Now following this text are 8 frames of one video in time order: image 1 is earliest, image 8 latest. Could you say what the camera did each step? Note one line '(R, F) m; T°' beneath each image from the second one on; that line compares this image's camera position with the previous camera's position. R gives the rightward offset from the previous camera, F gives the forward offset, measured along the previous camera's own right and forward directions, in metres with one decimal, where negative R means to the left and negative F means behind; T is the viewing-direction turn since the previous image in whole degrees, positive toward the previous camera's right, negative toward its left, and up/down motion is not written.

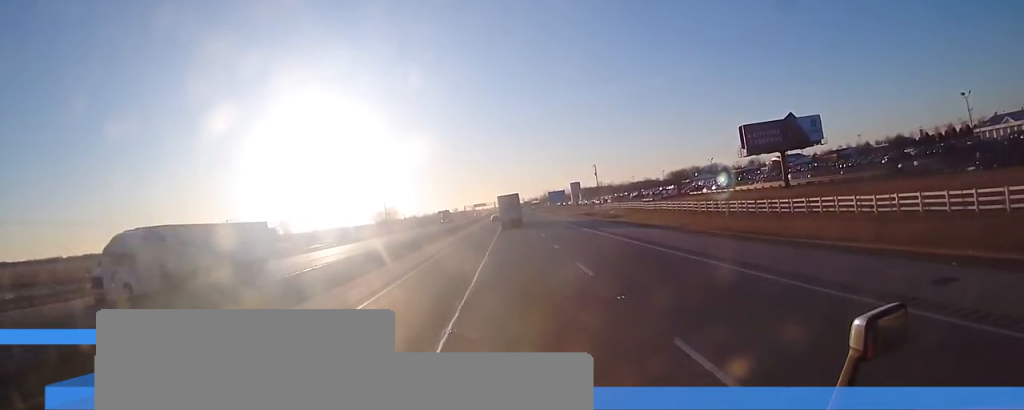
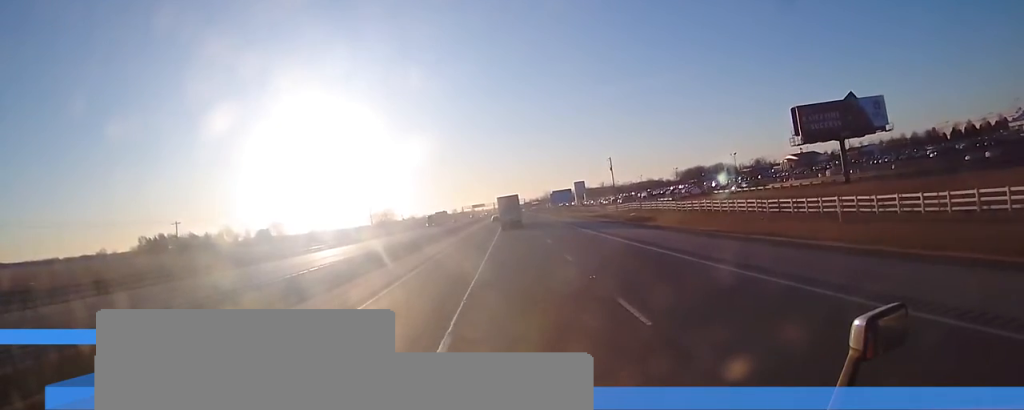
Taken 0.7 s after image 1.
(0.0, +19.6) m; +1°
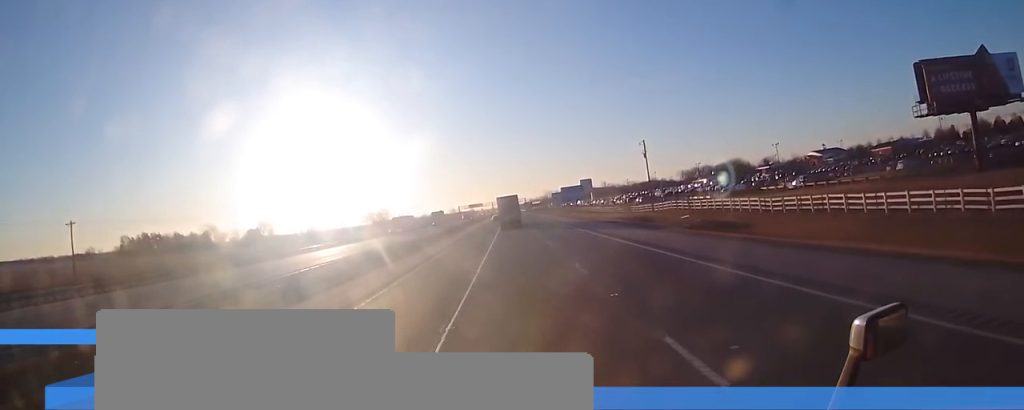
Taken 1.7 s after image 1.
(+0.3, +28.0) m; 0°
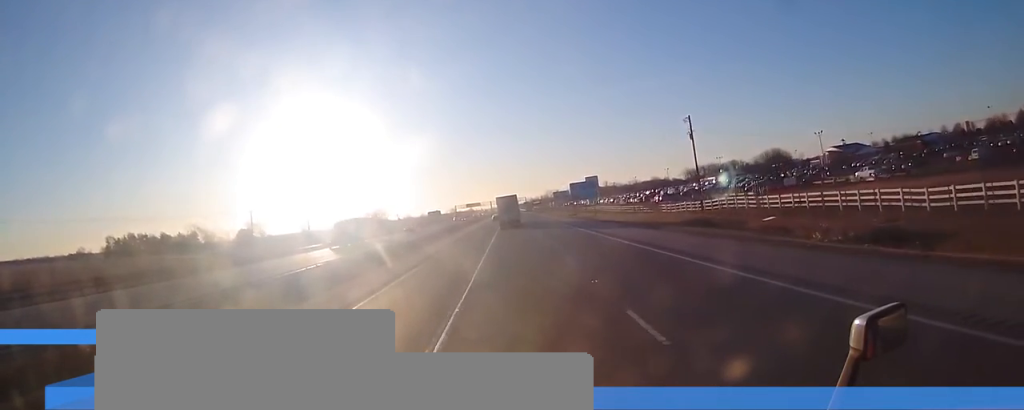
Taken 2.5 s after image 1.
(0.0, +21.5) m; 0°
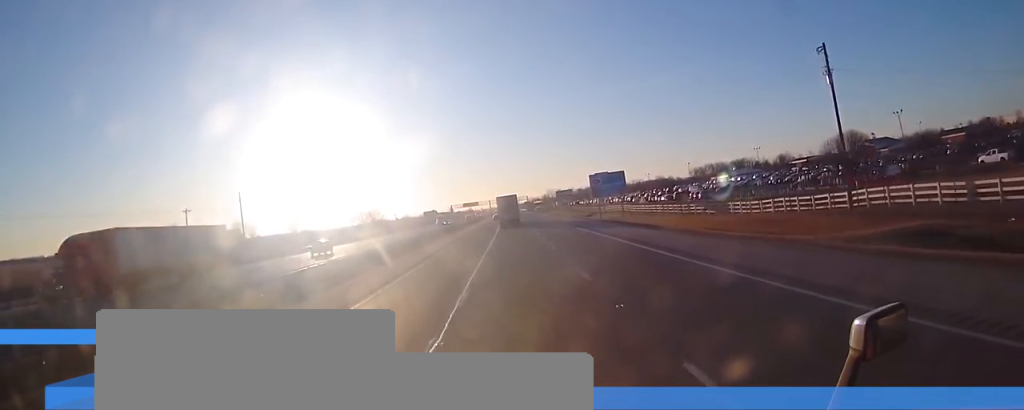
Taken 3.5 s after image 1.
(-0.3, +28.2) m; 0°
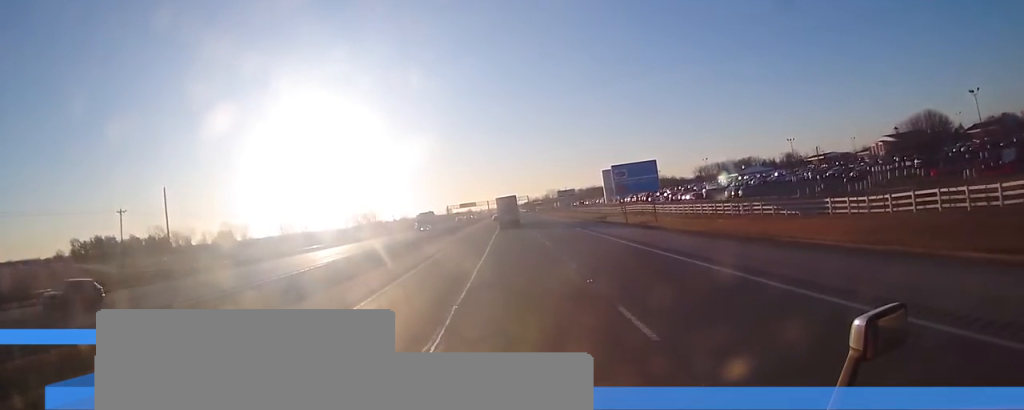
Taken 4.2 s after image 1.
(+0.2, +19.8) m; 0°
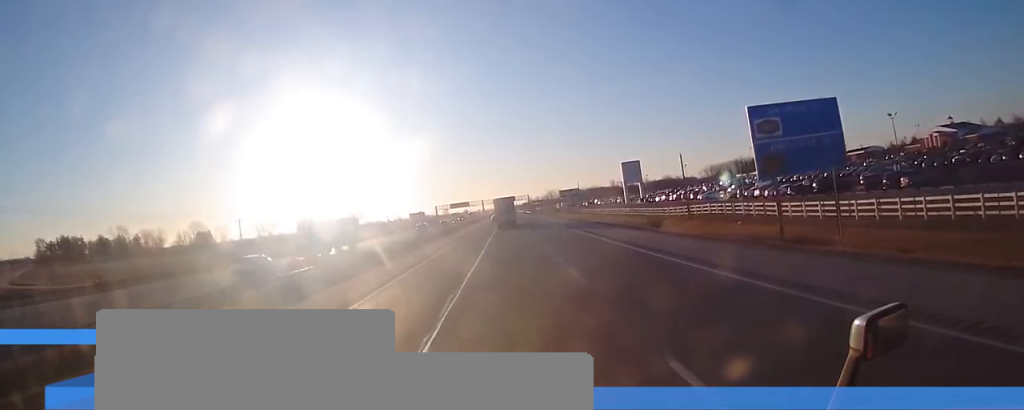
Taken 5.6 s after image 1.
(-0.2, +40.4) m; +1°
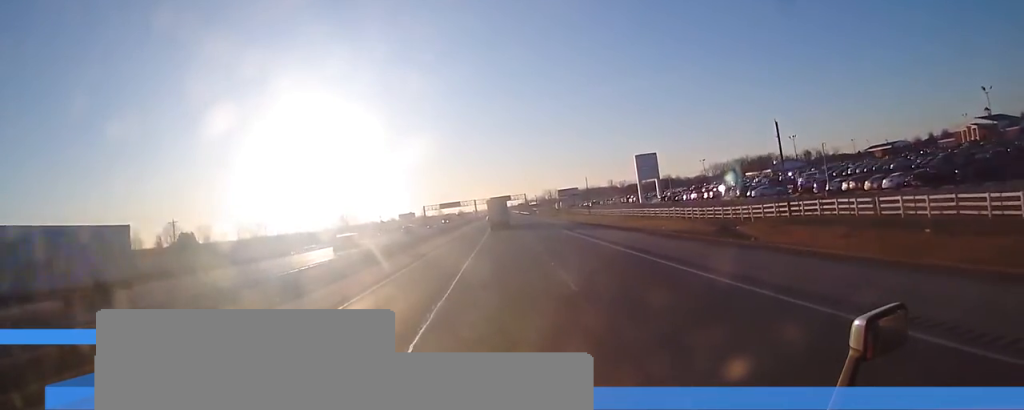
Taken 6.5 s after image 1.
(+0.2, +25.3) m; +1°
